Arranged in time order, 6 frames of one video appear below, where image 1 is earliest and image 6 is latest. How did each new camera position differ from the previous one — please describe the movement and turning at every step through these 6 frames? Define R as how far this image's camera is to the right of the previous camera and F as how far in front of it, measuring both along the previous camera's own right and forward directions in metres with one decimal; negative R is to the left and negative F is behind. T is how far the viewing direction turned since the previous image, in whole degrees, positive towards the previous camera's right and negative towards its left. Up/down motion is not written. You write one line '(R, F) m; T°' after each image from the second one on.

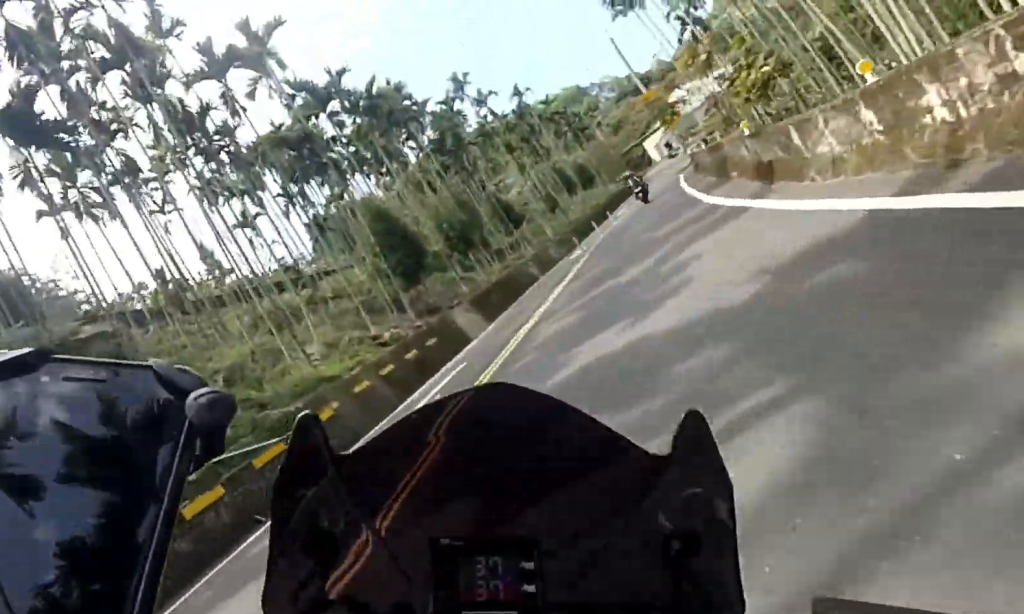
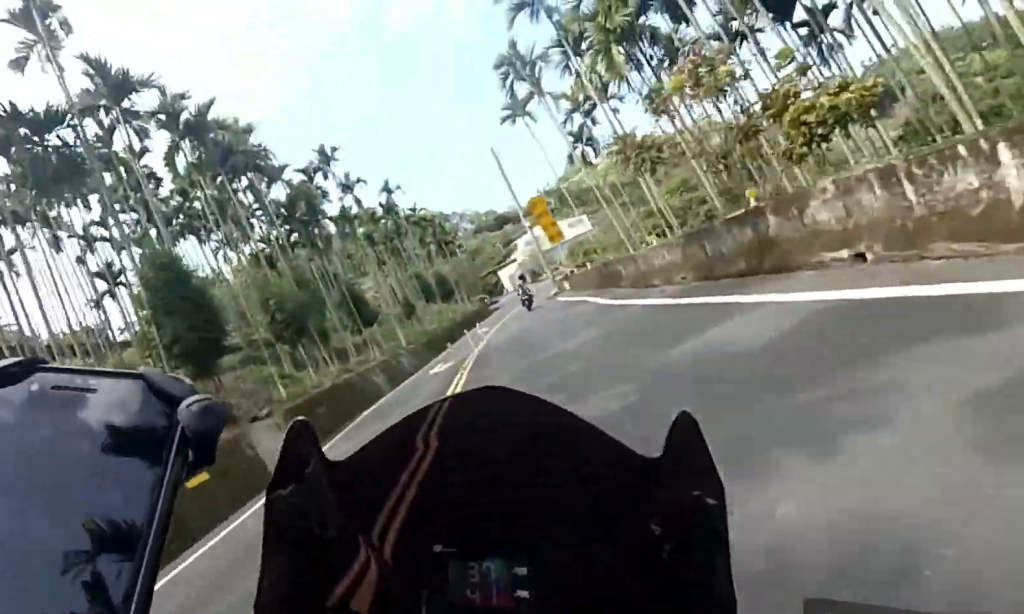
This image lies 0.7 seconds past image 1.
(+1.2, +9.3) m; +7°
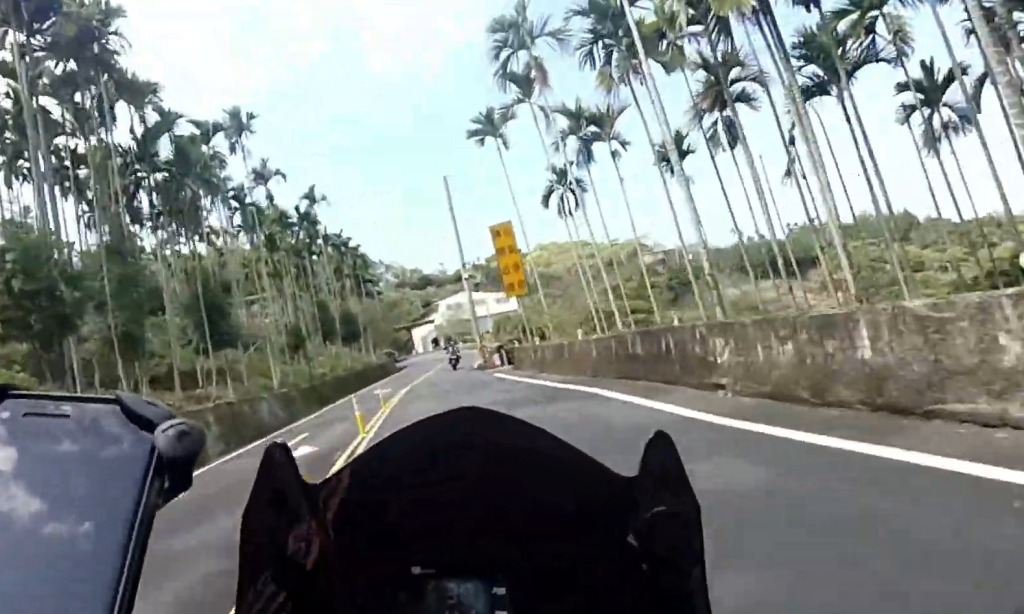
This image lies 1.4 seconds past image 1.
(+0.2, +10.0) m; +3°
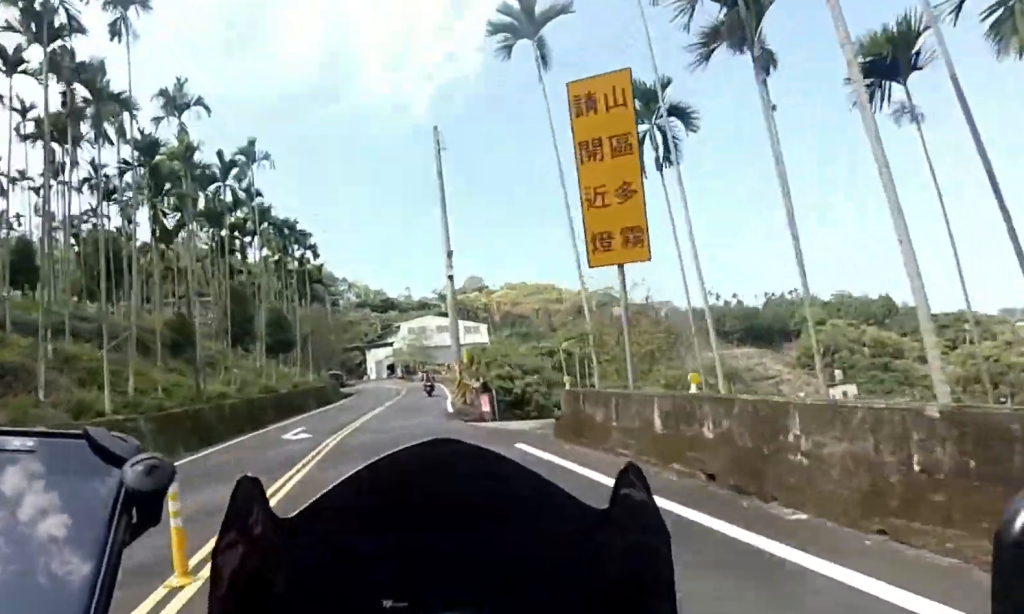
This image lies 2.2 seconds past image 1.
(+0.2, +11.3) m; +4°
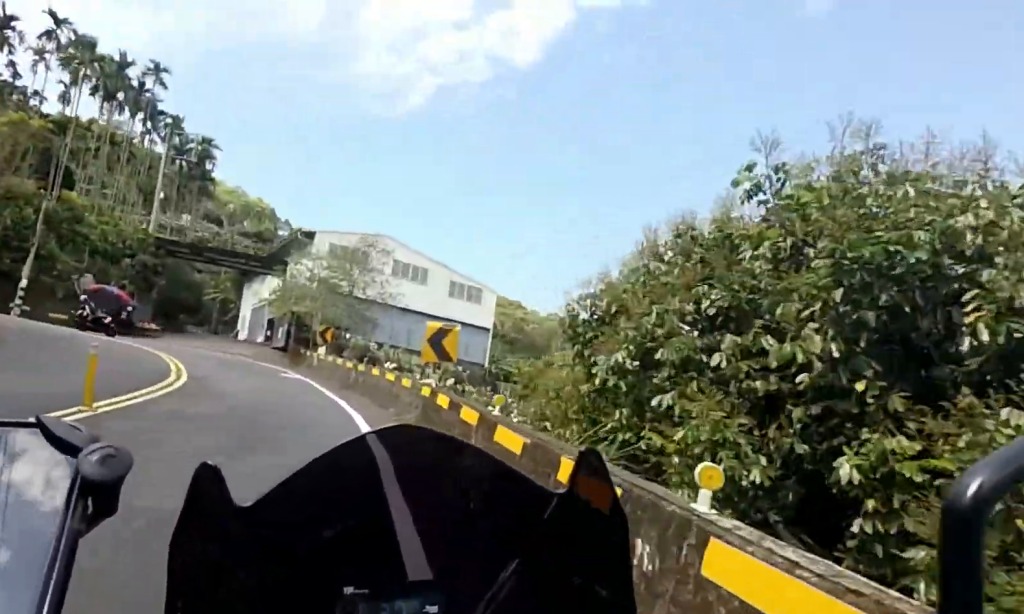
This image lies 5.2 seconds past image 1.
(+3.0, +39.7) m; -4°
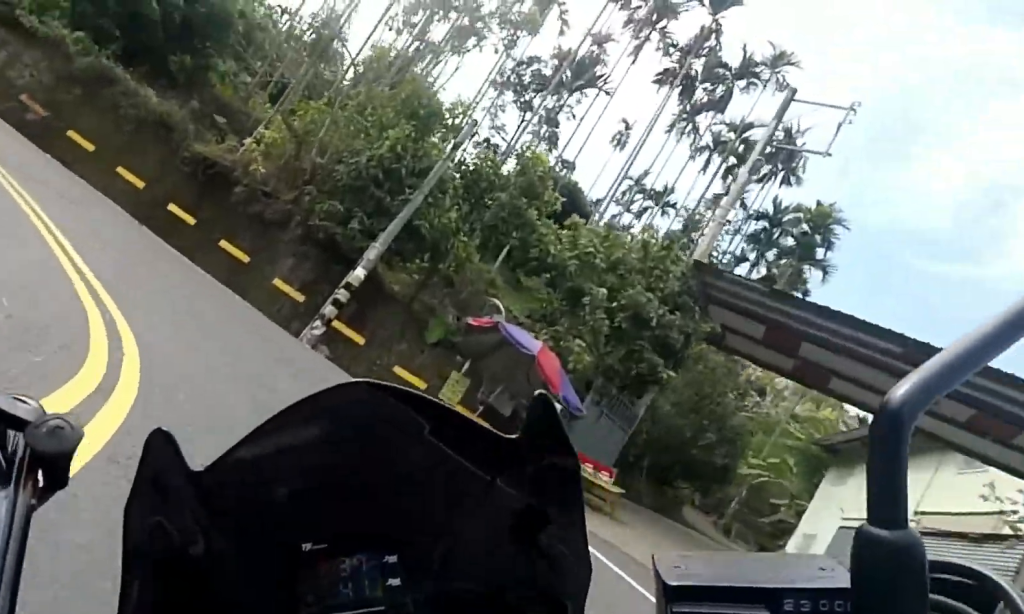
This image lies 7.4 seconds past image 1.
(-5.0, +14.9) m; -59°
